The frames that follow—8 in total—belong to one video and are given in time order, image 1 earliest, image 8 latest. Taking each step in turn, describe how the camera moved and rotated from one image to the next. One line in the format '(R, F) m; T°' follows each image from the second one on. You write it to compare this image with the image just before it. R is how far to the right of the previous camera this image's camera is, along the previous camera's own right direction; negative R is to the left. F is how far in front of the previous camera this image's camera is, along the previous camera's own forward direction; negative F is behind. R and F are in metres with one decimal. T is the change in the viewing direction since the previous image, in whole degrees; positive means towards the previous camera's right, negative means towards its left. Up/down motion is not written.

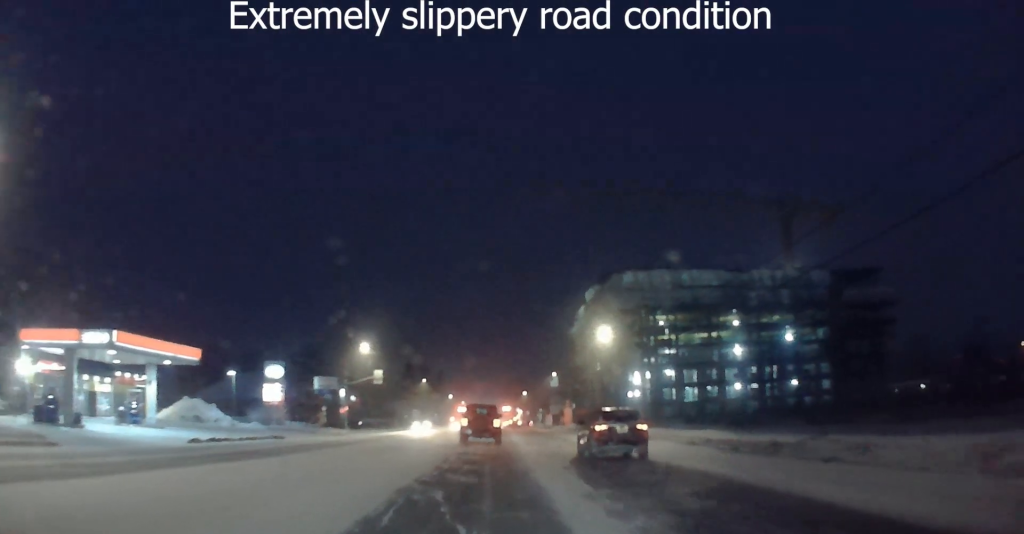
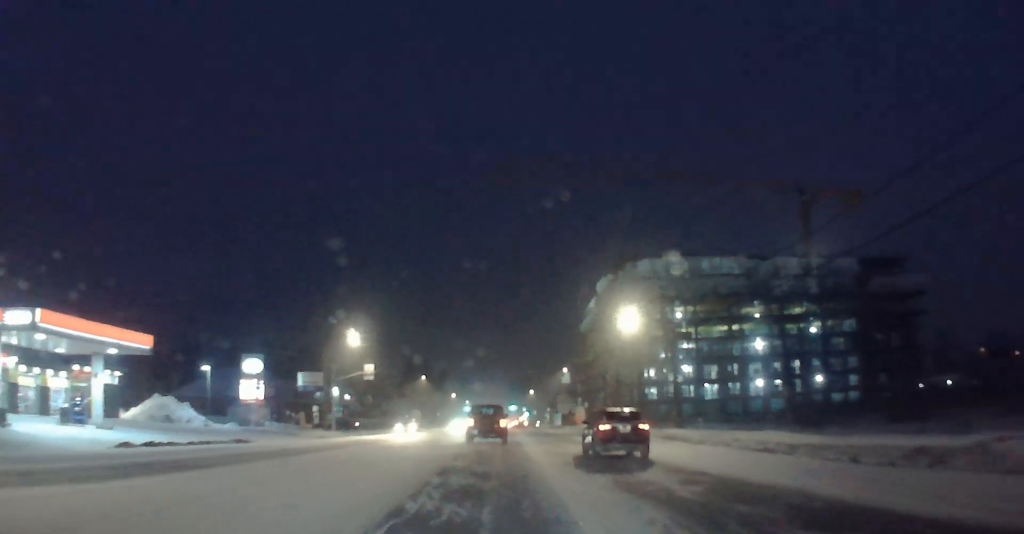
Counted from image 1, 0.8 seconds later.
(+0.8, +8.0) m; +5°
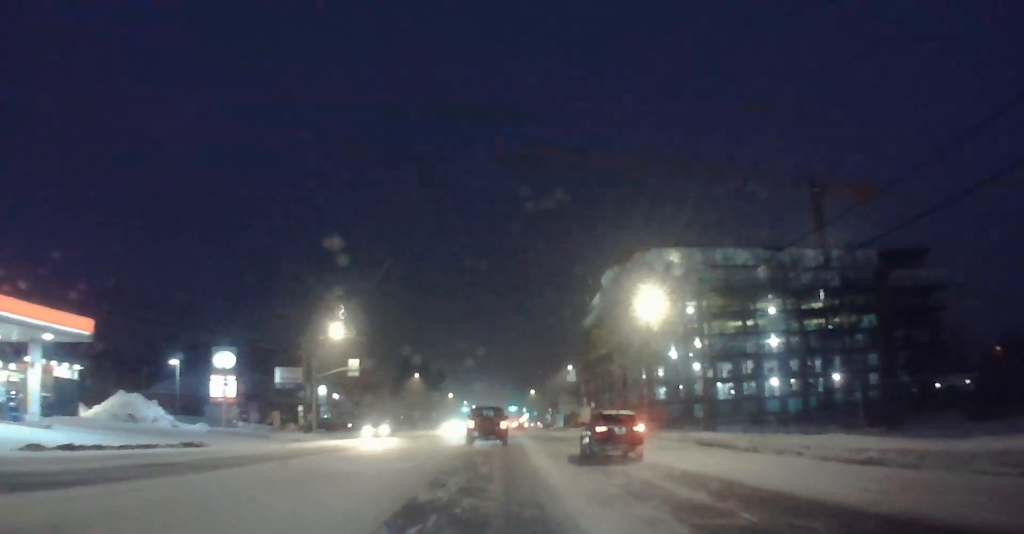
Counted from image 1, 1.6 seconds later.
(-0.1, +7.2) m; 0°
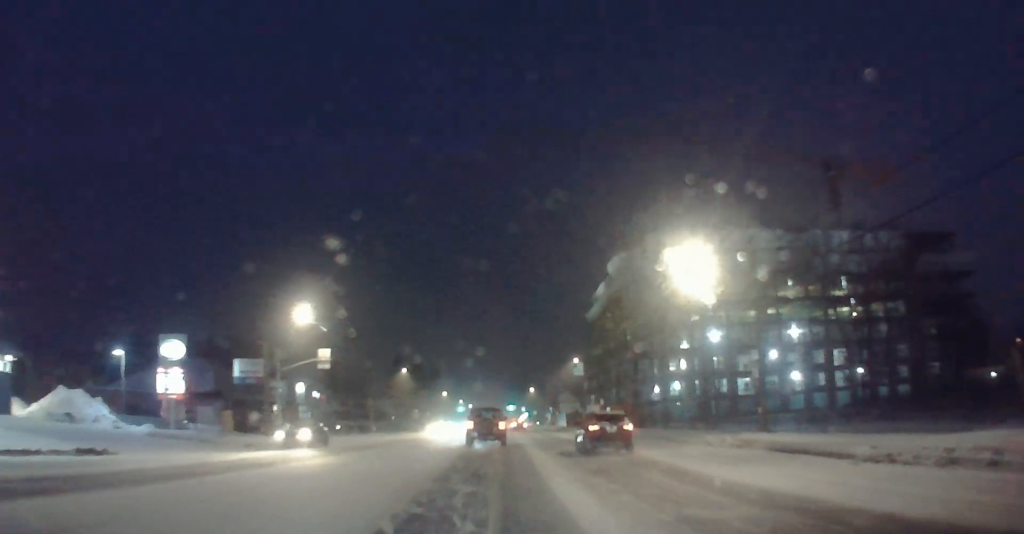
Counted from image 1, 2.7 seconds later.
(+0.1, +9.0) m; +1°
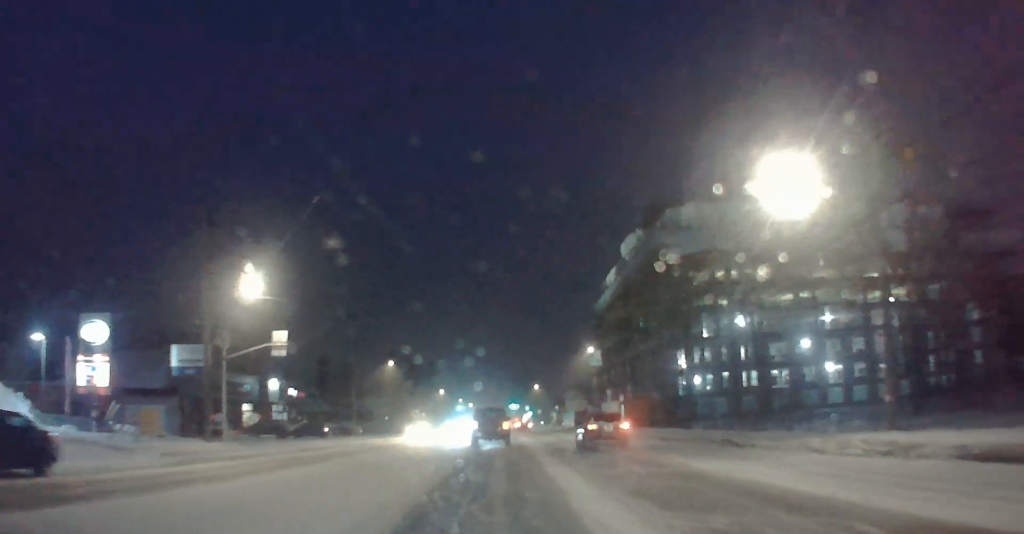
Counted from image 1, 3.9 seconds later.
(0.0, +10.6) m; 0°
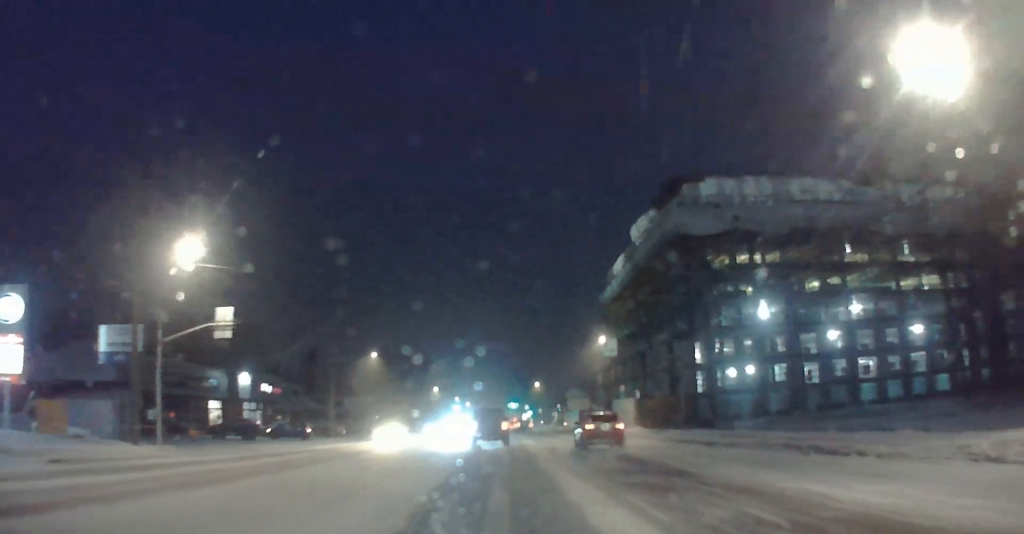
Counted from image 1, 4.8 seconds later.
(0.0, +7.9) m; 0°
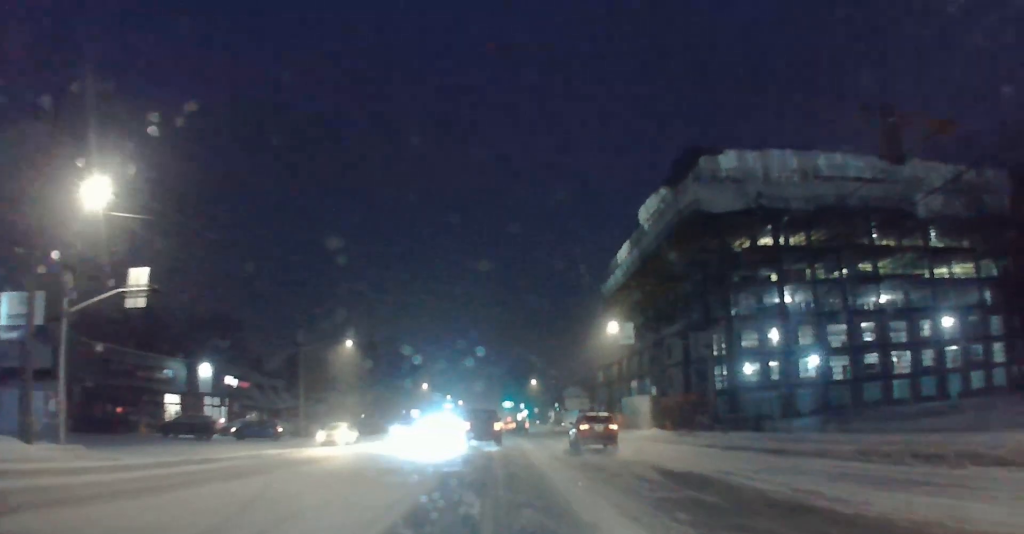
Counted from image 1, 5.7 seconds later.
(0.0, +7.7) m; 0°
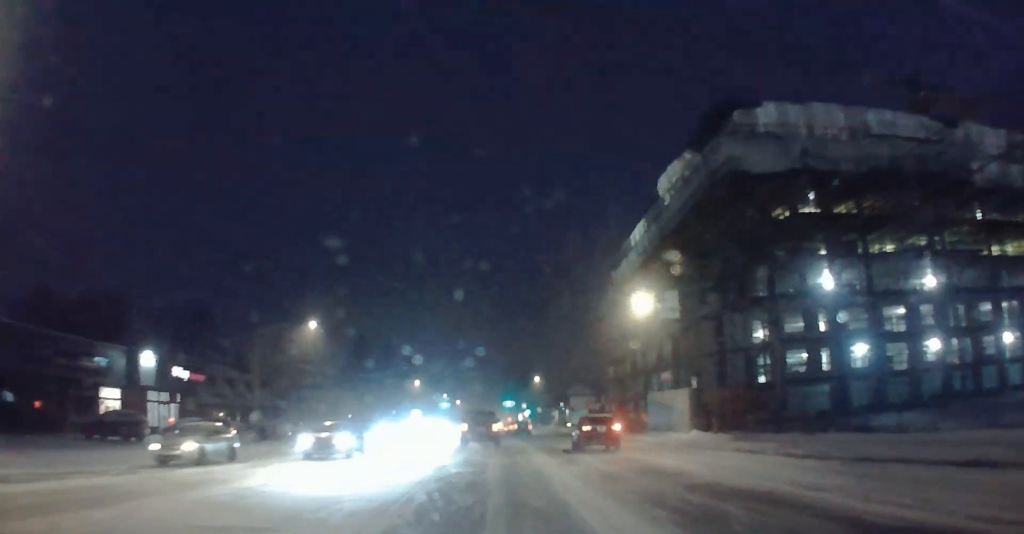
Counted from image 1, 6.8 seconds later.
(0.0, +9.9) m; +1°
